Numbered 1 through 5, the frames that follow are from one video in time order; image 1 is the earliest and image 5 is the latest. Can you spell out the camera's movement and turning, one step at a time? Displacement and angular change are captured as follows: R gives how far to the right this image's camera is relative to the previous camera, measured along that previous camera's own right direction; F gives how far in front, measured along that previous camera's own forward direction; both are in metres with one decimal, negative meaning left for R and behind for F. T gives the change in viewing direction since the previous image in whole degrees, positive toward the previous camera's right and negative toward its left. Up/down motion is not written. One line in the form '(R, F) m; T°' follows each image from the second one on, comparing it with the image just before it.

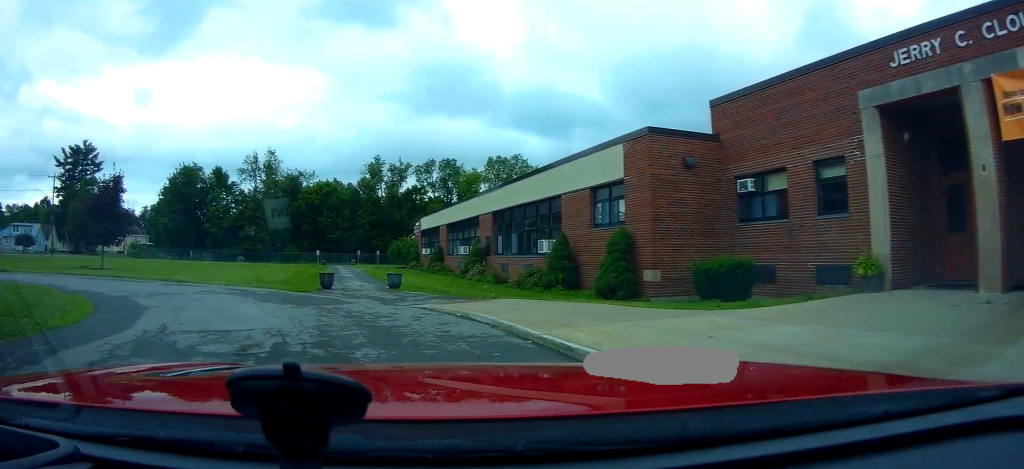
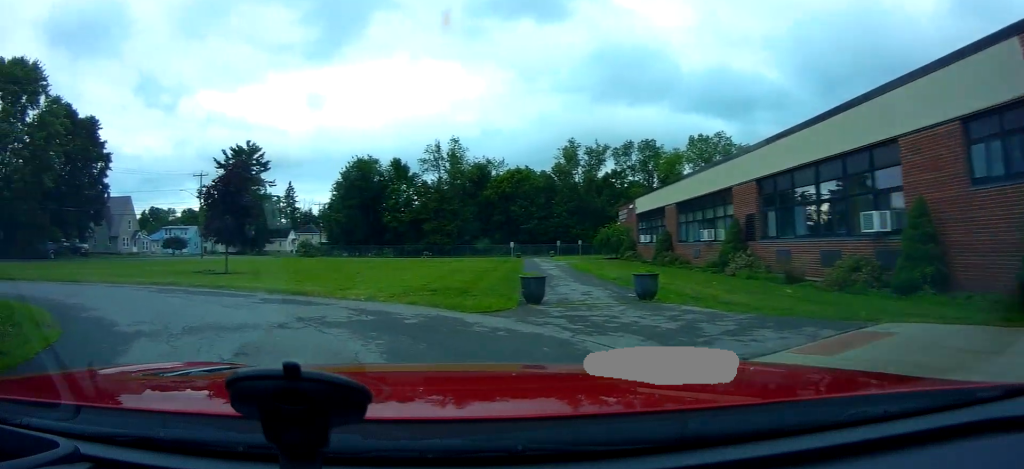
(-1.3, +8.1) m; -25°
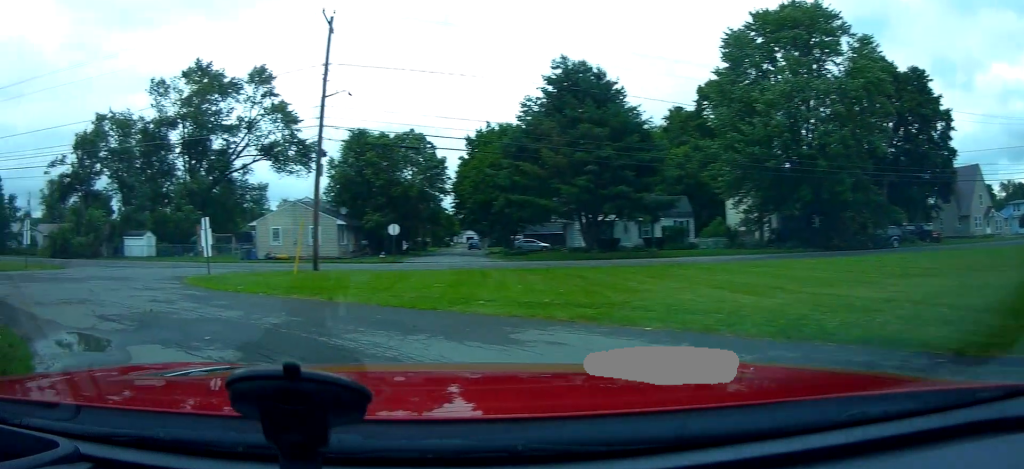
(-11.6, +14.0) m; -86°
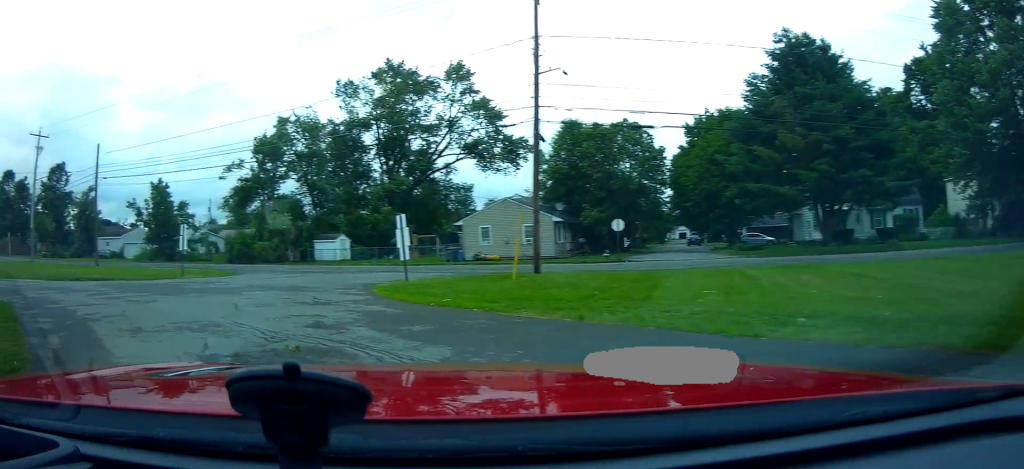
(-0.7, +4.1) m; -14°
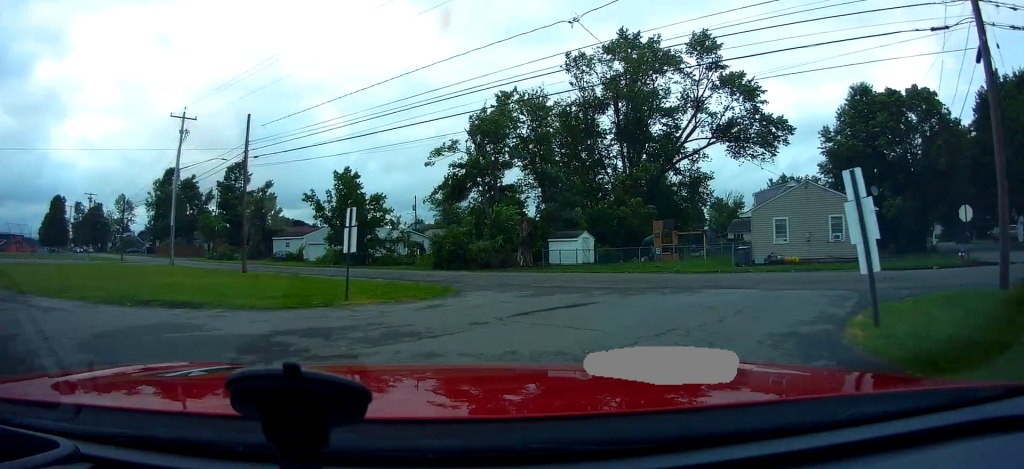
(-3.1, +12.1) m; -22°
